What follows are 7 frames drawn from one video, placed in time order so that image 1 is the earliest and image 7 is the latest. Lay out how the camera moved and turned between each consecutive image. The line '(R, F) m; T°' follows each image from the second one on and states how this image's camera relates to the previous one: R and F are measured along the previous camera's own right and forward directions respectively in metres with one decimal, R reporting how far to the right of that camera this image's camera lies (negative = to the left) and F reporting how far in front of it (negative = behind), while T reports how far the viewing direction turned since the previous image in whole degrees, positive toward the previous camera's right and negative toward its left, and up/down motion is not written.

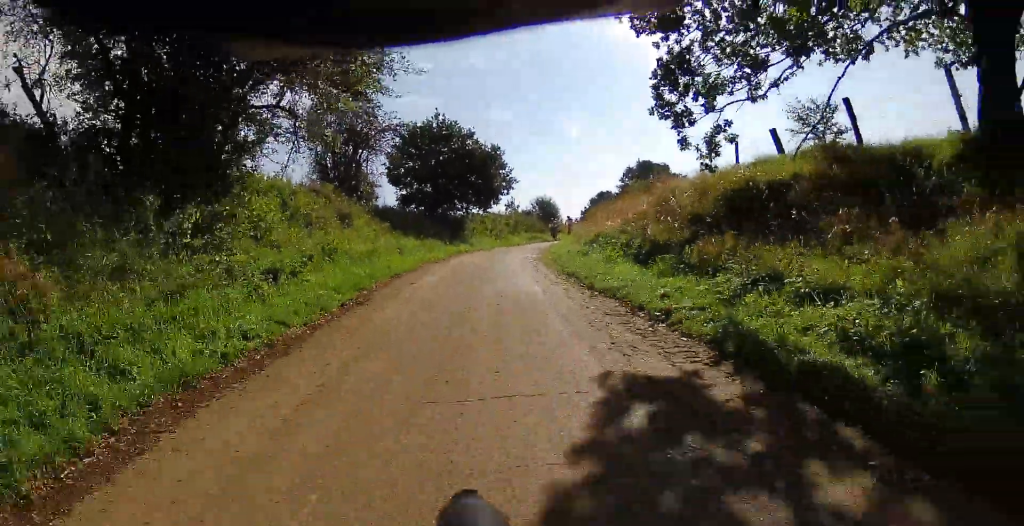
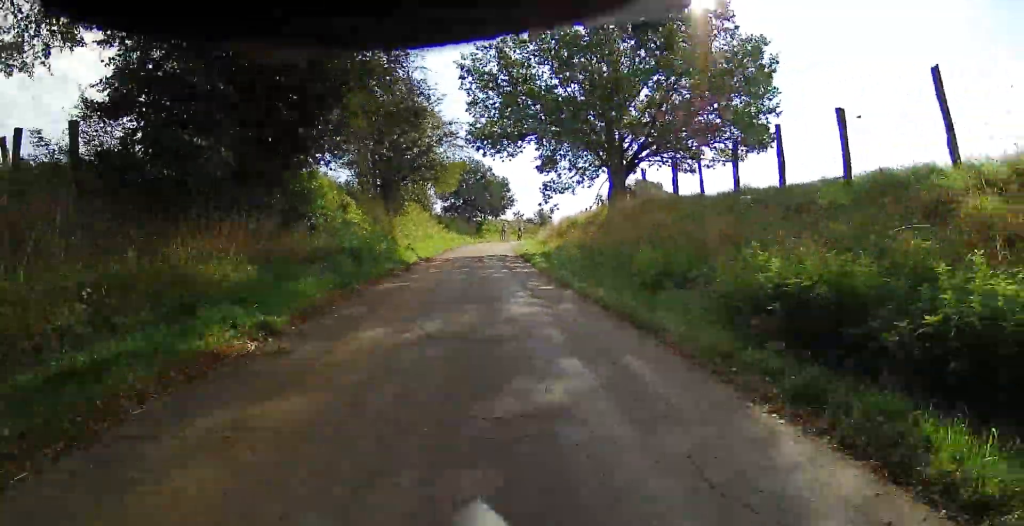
(-0.2, +18.7) m; 0°
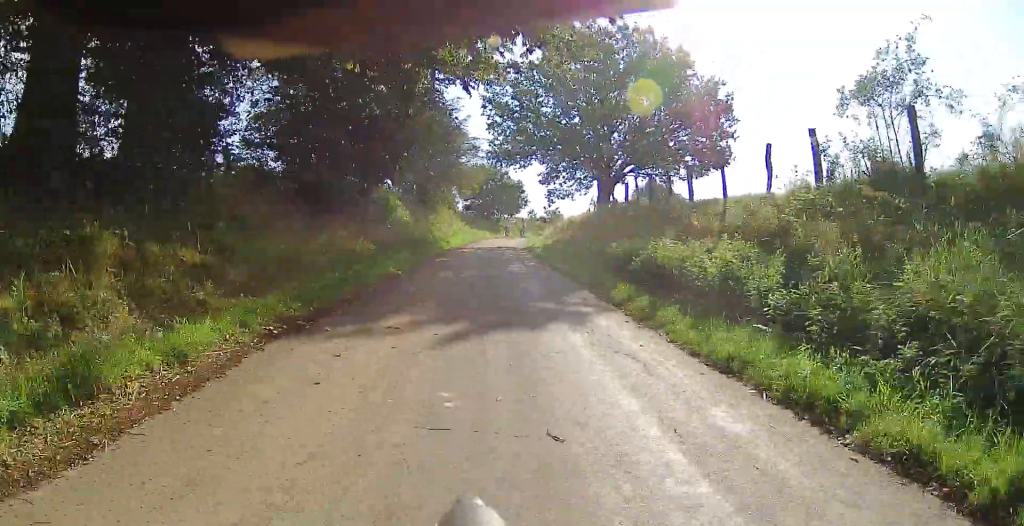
(0.0, +6.4) m; 0°
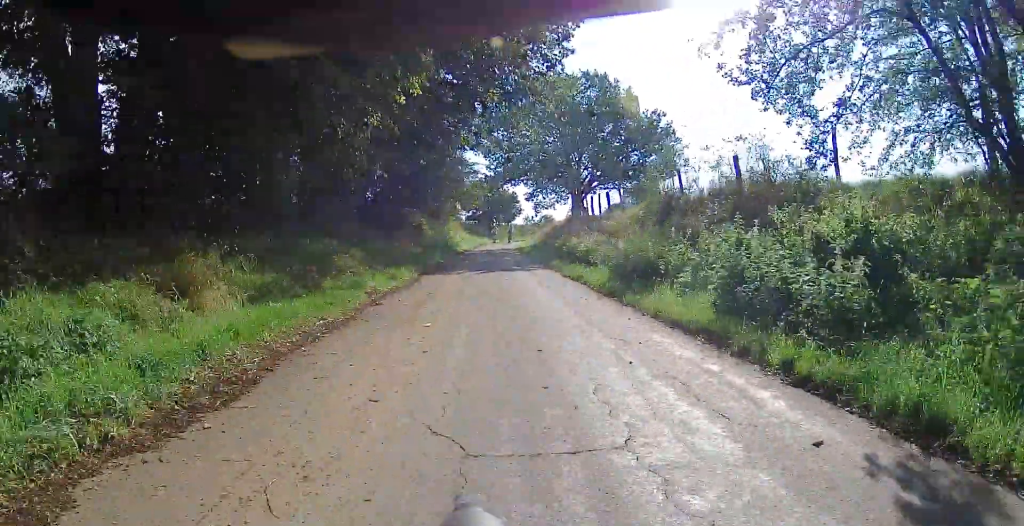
(0.0, +8.6) m; 0°
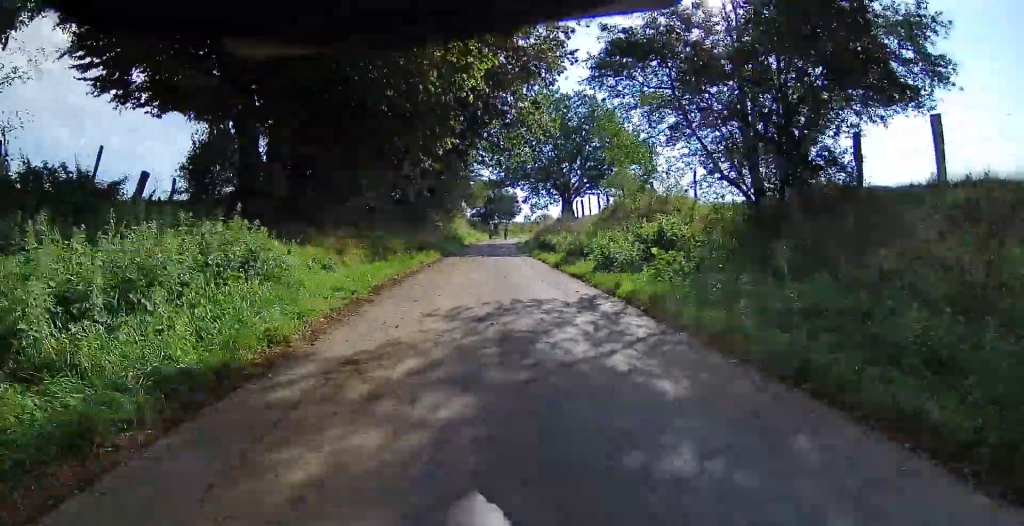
(0.0, +6.5) m; 0°
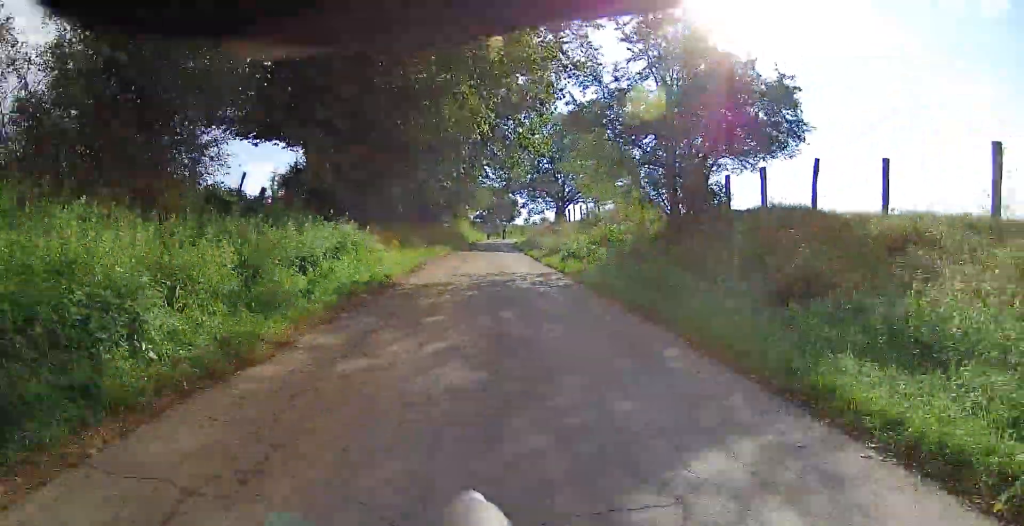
(0.0, +5.3) m; 0°
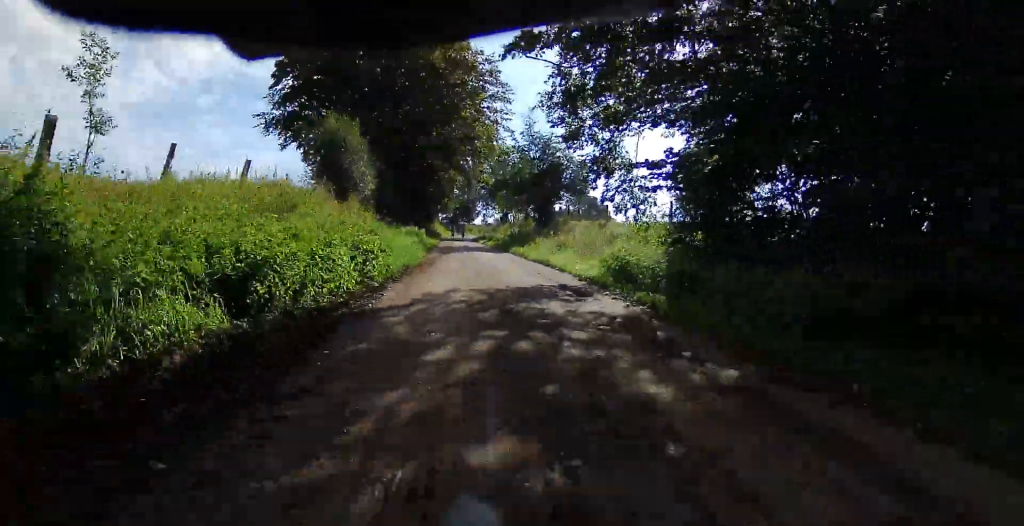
(0.0, +21.7) m; 0°
